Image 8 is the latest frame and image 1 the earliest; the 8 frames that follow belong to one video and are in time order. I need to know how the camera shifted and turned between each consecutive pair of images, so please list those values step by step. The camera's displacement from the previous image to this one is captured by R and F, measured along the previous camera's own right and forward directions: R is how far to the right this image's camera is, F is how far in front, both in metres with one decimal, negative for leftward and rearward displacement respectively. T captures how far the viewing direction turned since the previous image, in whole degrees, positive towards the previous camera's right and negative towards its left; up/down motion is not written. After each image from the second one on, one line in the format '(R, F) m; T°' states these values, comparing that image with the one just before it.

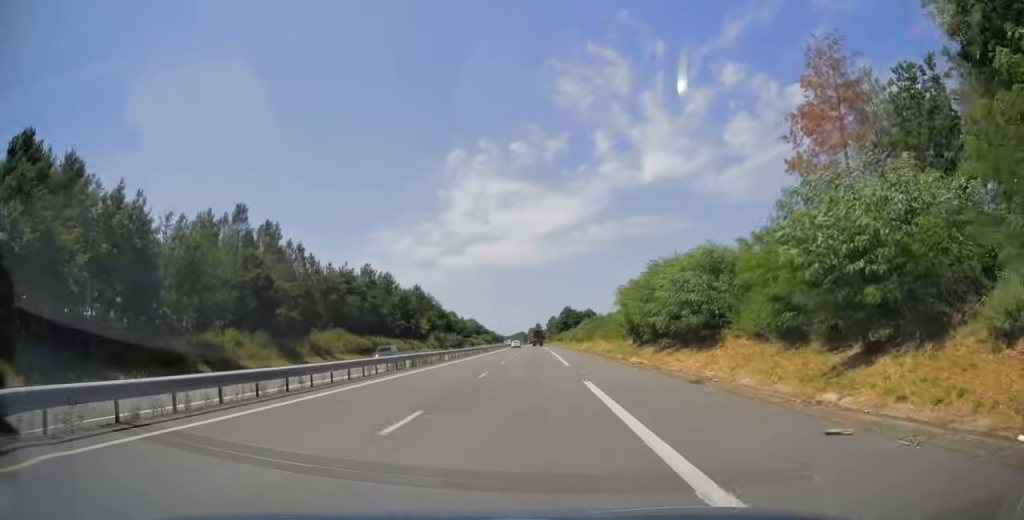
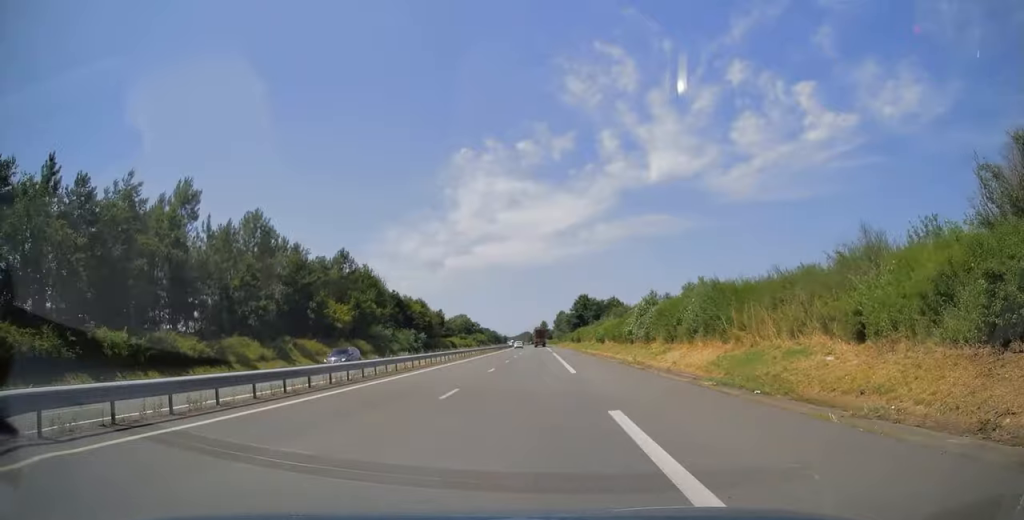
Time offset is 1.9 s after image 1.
(-0.7, +58.8) m; -1°
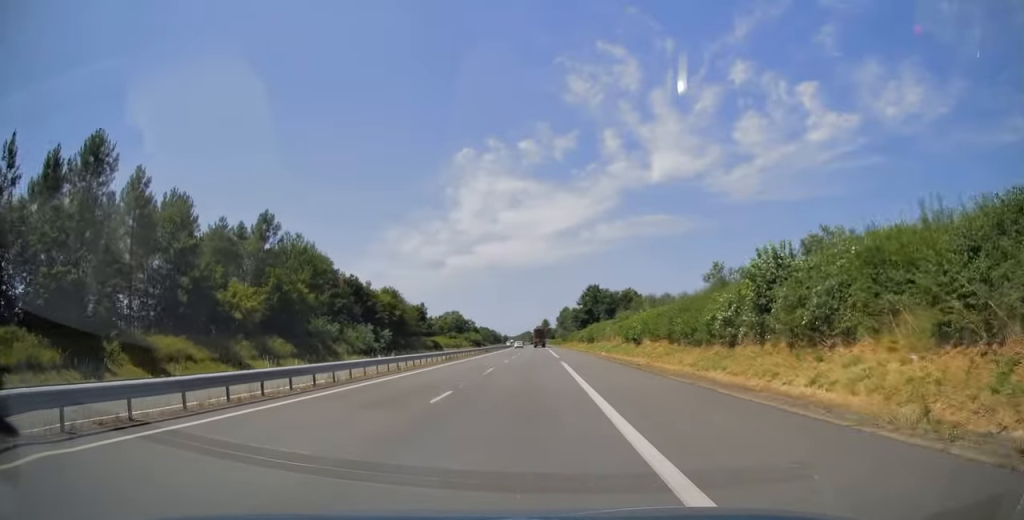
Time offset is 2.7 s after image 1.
(+0.2, +26.9) m; 0°
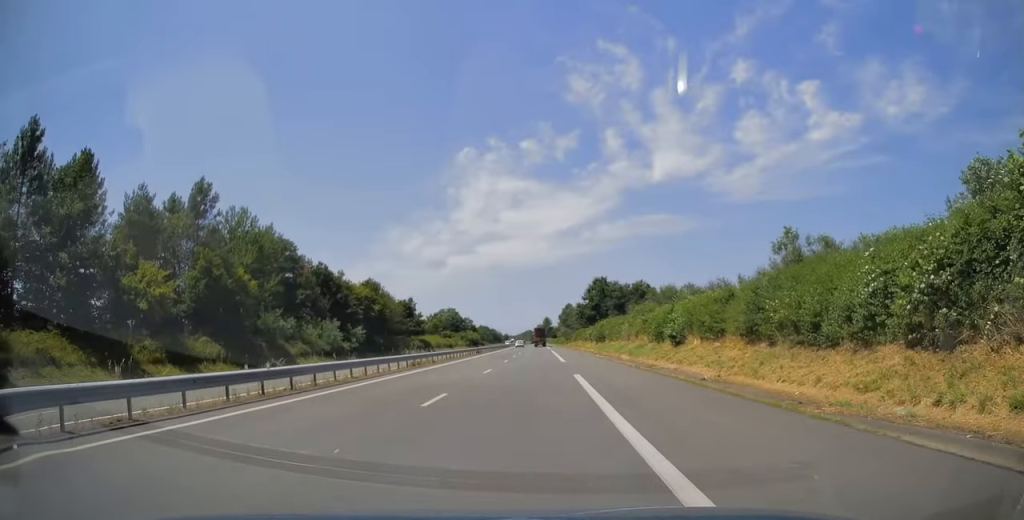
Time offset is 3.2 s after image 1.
(+0.1, +14.0) m; 0°
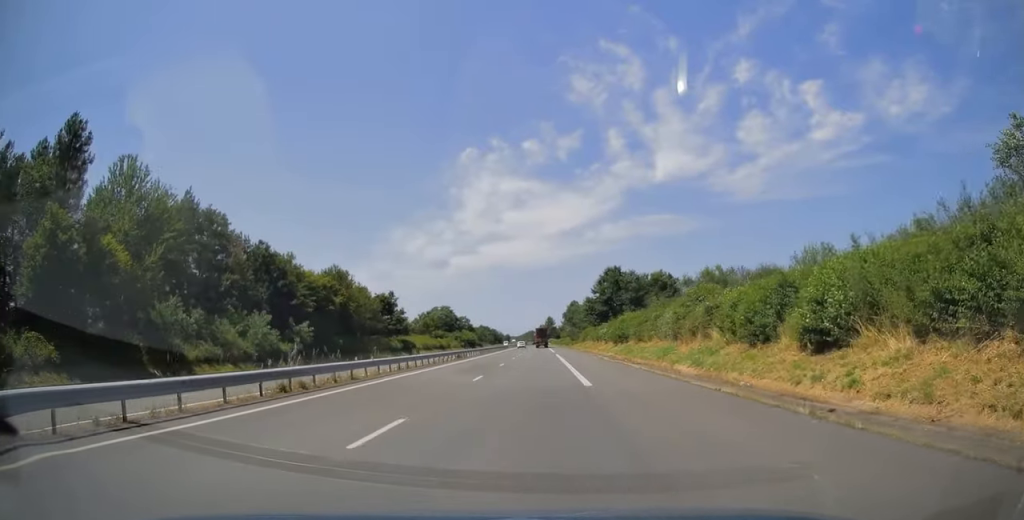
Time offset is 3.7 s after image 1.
(-0.2, +18.7) m; 0°
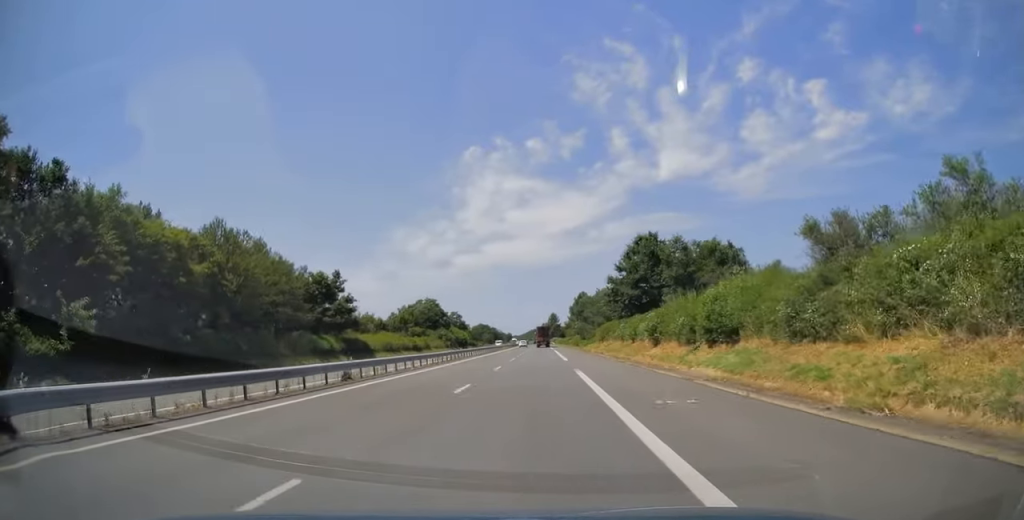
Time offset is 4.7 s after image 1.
(-0.2, +34.2) m; -1°
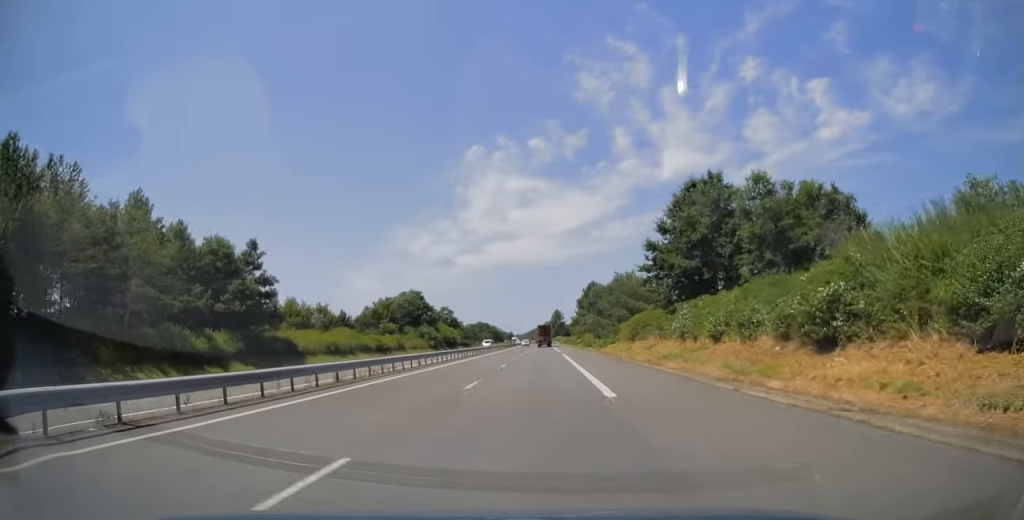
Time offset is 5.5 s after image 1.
(-0.1, +31.0) m; 0°
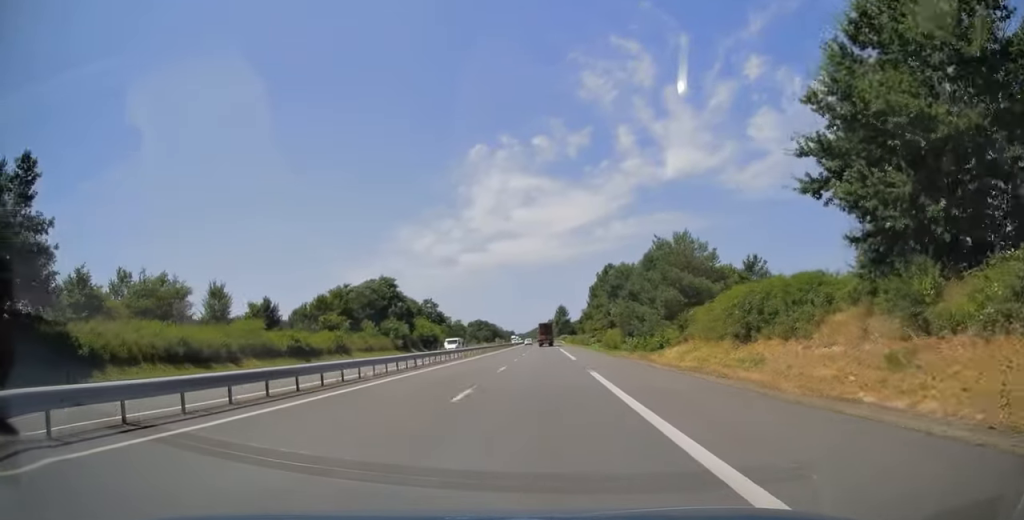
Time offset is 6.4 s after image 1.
(0.0, +41.6) m; 0°
